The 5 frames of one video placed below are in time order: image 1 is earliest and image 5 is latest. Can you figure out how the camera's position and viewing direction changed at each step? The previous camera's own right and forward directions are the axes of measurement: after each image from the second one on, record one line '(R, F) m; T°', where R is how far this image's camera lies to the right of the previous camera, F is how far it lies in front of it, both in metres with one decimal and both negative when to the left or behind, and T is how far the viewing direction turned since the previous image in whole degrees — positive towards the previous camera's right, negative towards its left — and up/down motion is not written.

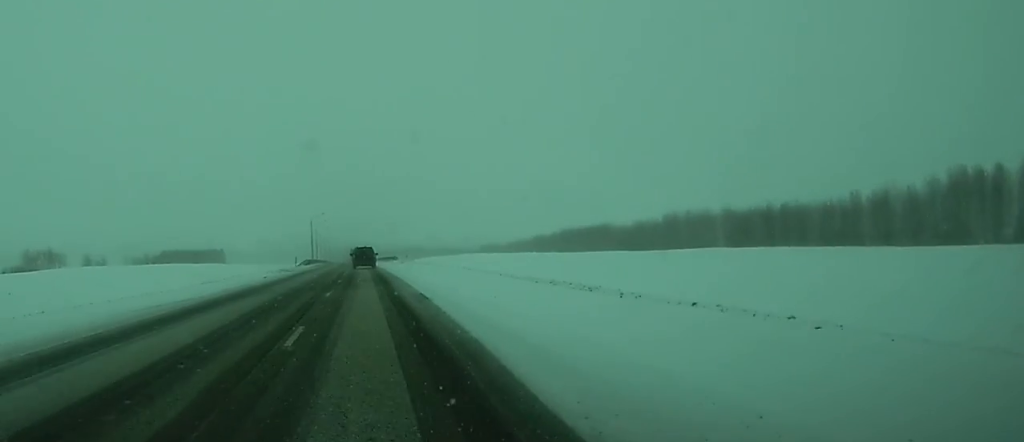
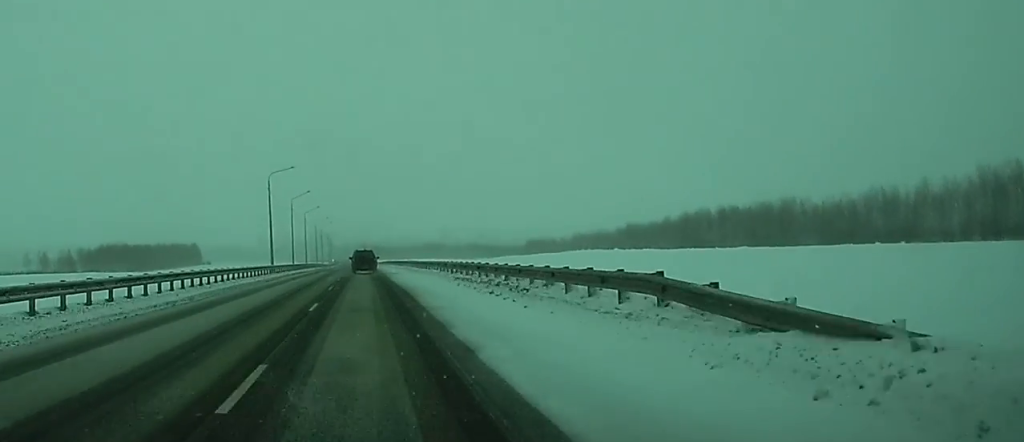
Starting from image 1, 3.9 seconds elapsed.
(+0.3, +100.2) m; 0°
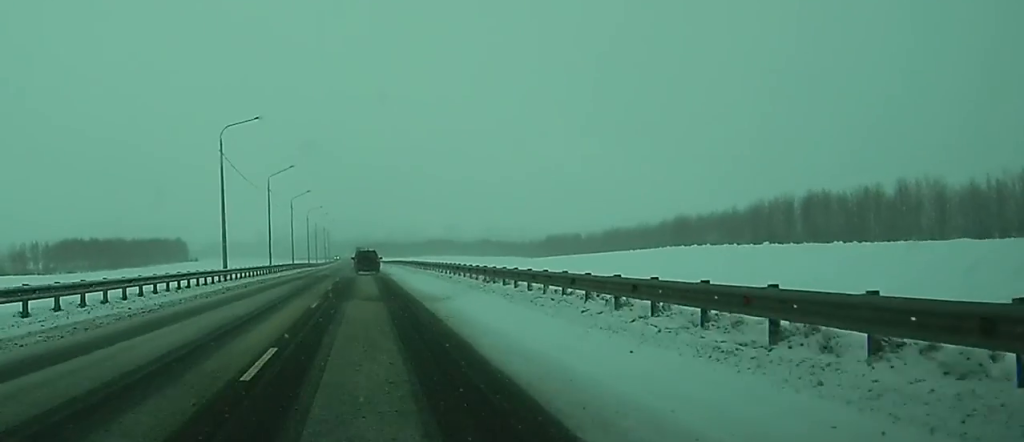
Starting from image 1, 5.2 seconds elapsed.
(0.0, +34.2) m; 0°
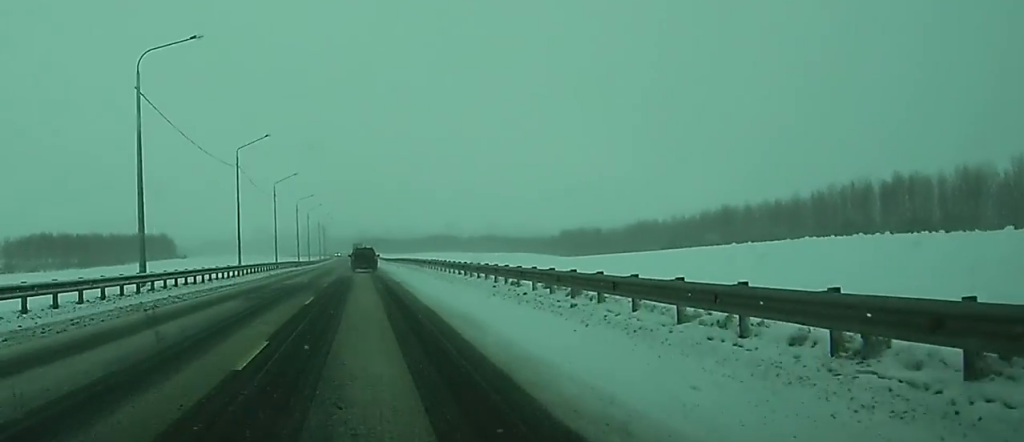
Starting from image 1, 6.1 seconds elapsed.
(-0.1, +23.7) m; 0°
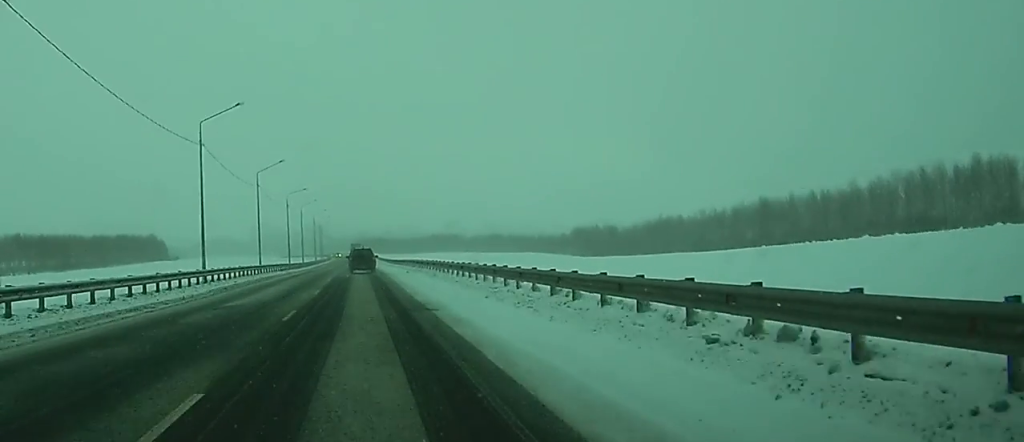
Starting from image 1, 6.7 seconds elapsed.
(-0.1, +16.7) m; 0°
